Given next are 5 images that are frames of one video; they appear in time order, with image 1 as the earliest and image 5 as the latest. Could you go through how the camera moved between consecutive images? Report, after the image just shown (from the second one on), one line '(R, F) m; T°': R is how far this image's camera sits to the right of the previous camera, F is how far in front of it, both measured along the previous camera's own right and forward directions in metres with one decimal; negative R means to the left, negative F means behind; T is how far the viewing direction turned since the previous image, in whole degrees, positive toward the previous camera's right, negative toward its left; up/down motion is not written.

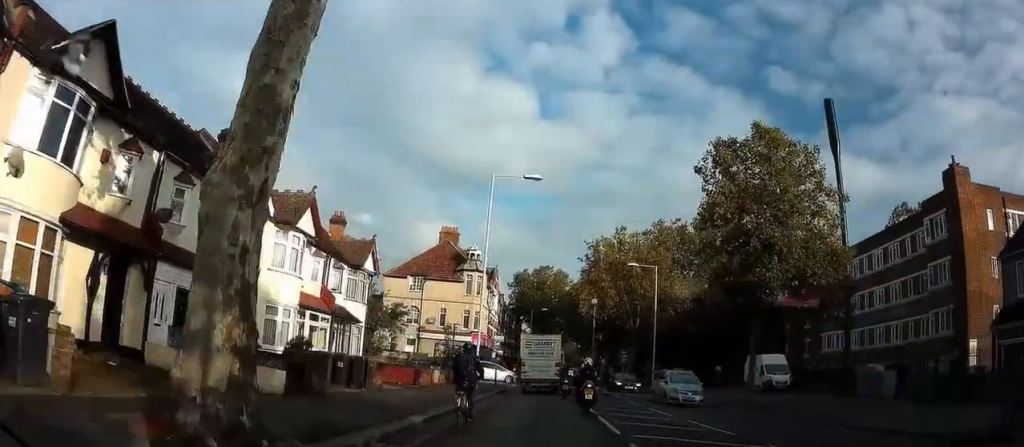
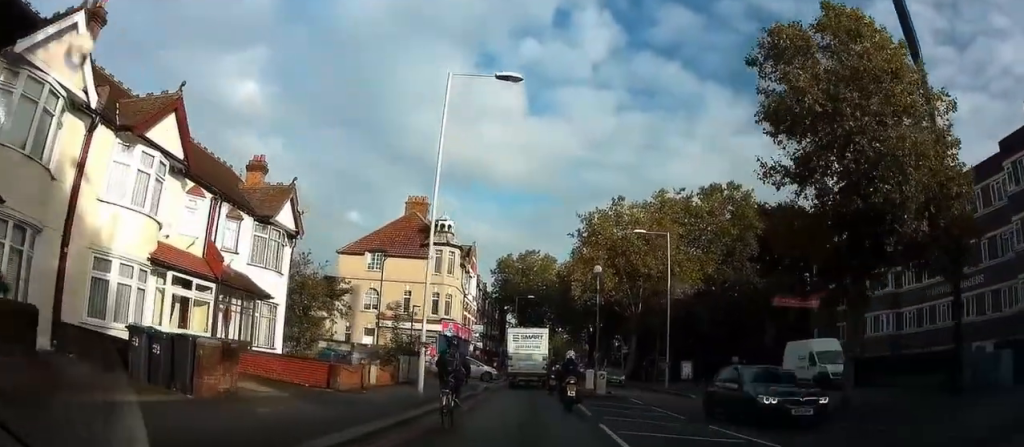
(0.0, +9.5) m; -1°
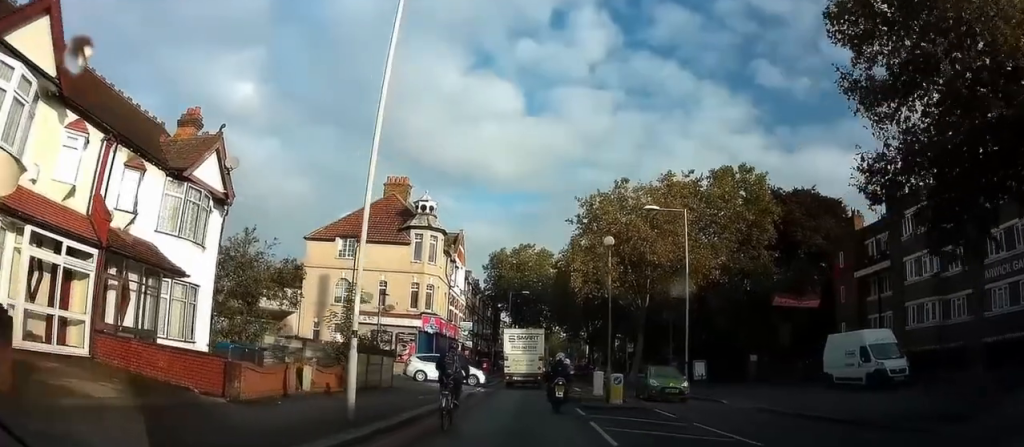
(-0.1, +5.9) m; 0°
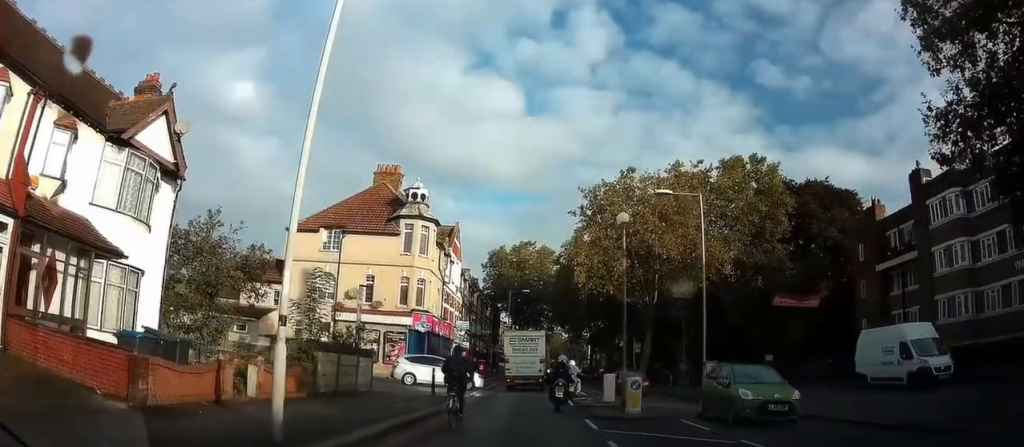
(+0.1, +3.2) m; -1°
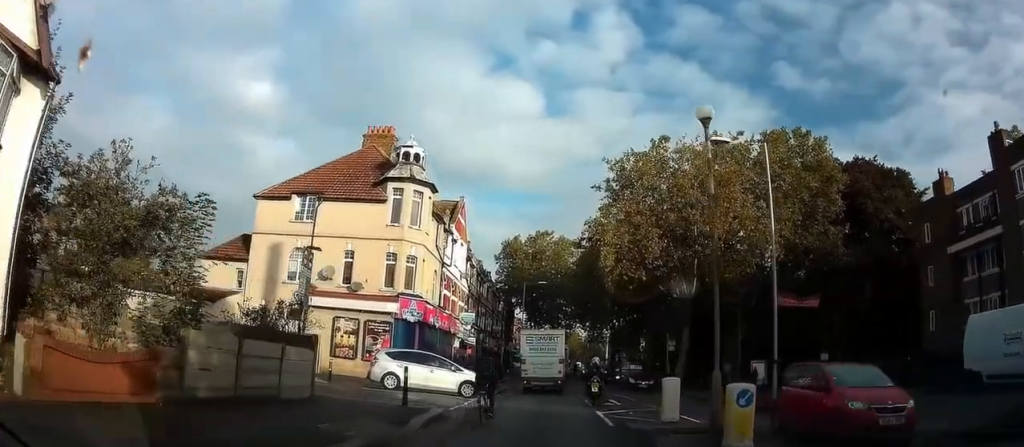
(-0.1, +6.7) m; +1°
